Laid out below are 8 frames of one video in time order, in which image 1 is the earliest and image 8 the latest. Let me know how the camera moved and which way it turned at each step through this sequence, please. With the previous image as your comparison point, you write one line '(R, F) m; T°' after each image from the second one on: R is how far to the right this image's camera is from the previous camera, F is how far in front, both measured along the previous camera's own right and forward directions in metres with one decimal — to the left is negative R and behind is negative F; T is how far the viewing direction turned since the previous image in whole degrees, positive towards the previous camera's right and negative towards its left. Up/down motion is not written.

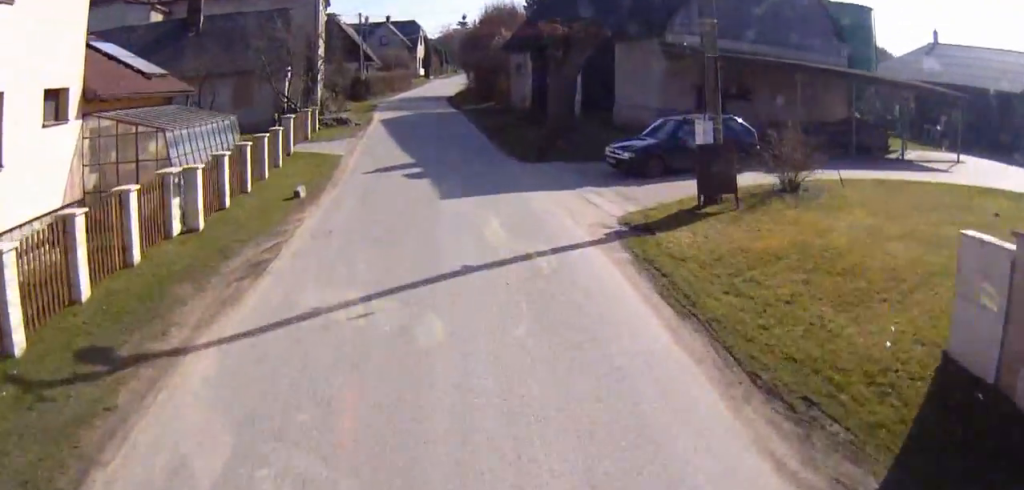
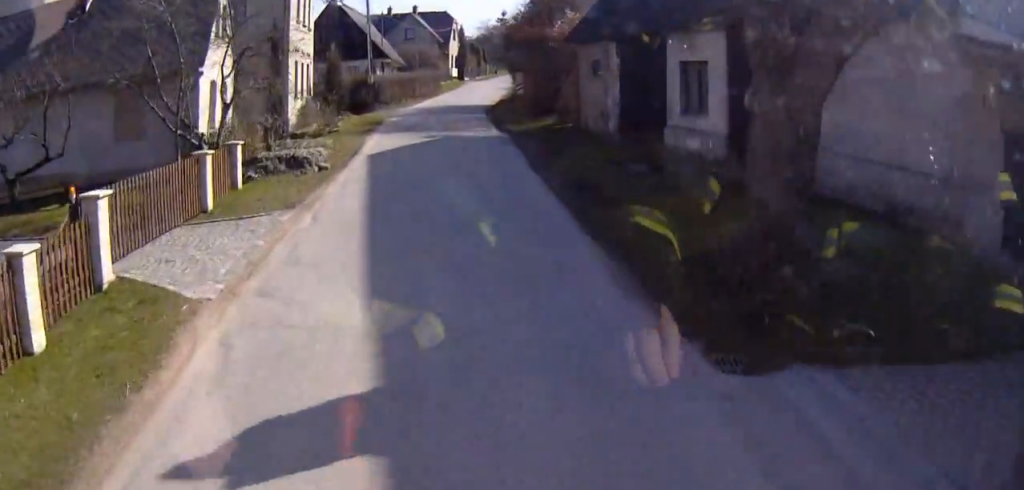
(+1.5, +10.1) m; +17°
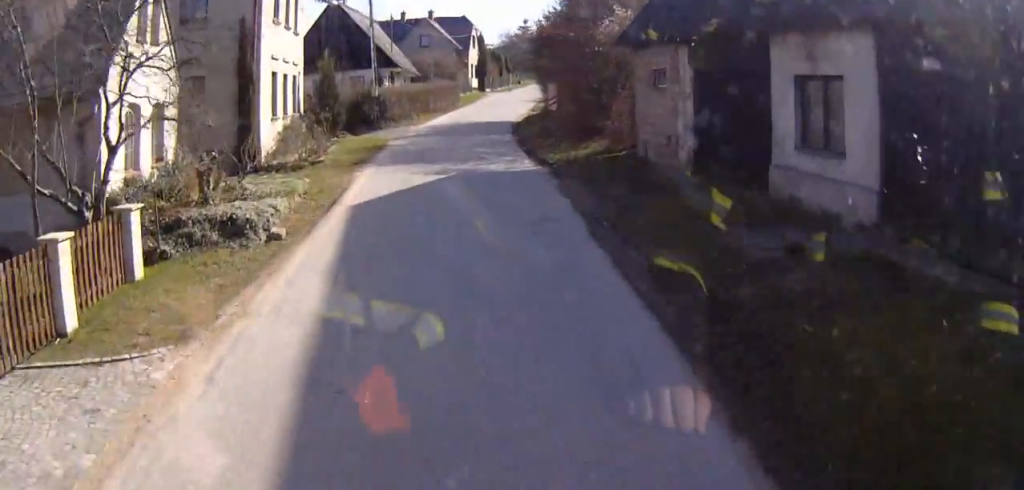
(+0.8, +4.6) m; +4°
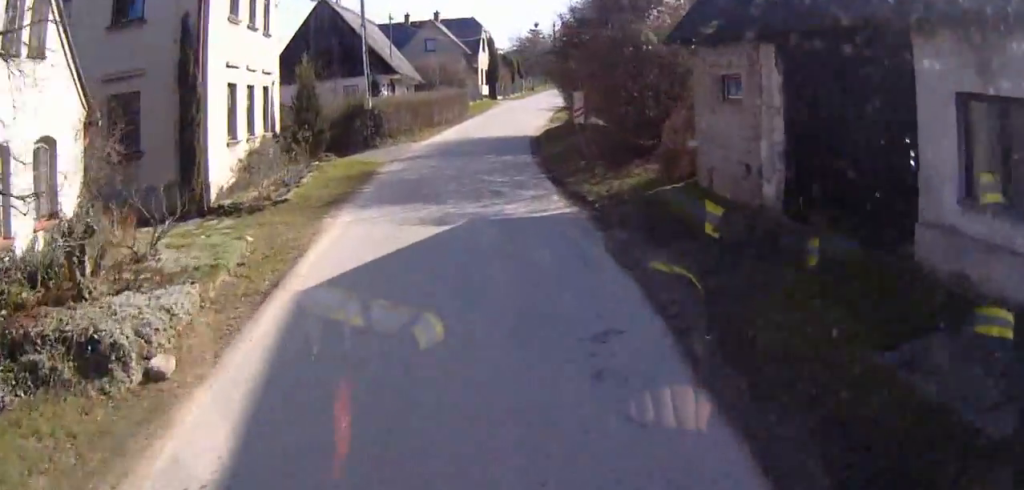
(-0.3, +4.0) m; -10°
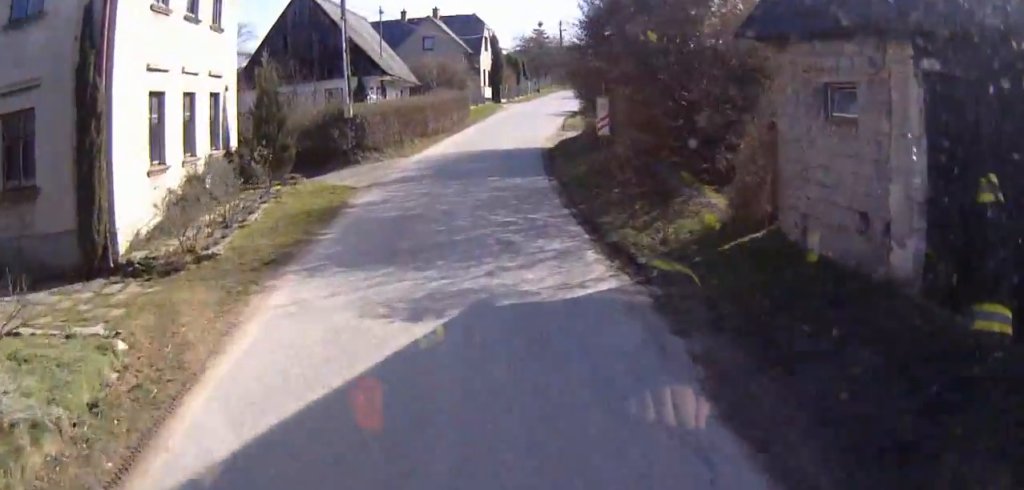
(+0.3, +3.7) m; -9°
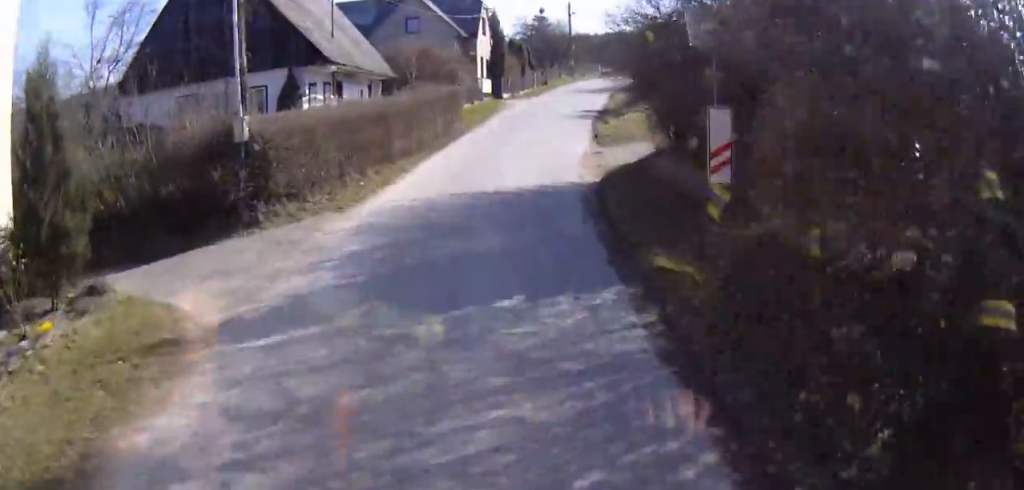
(-2.2, +8.2) m; -3°
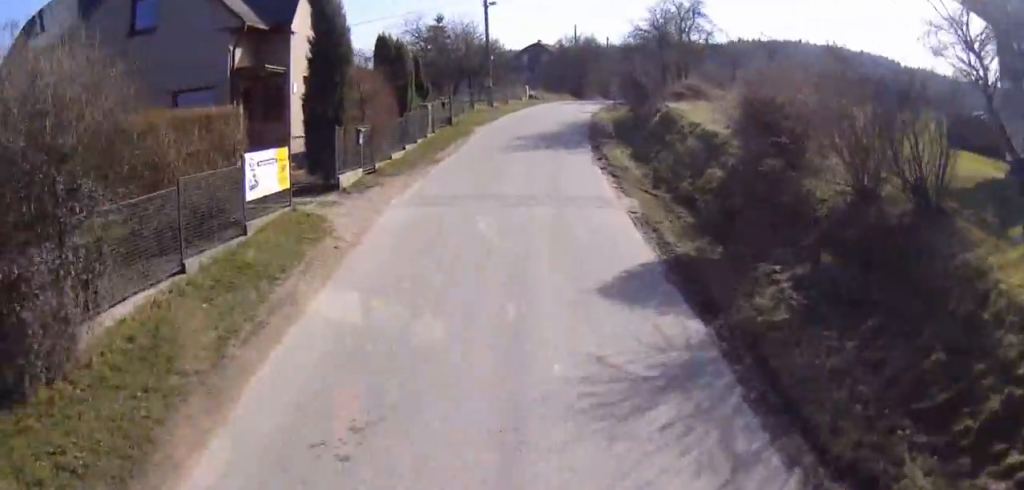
(+7.9, +19.4) m; +40°
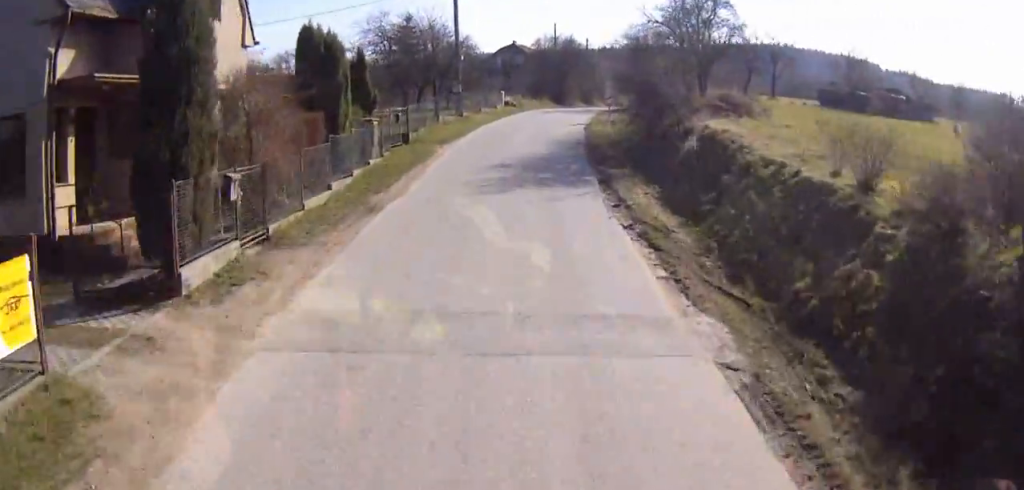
(+0.7, +6.4) m; +2°
